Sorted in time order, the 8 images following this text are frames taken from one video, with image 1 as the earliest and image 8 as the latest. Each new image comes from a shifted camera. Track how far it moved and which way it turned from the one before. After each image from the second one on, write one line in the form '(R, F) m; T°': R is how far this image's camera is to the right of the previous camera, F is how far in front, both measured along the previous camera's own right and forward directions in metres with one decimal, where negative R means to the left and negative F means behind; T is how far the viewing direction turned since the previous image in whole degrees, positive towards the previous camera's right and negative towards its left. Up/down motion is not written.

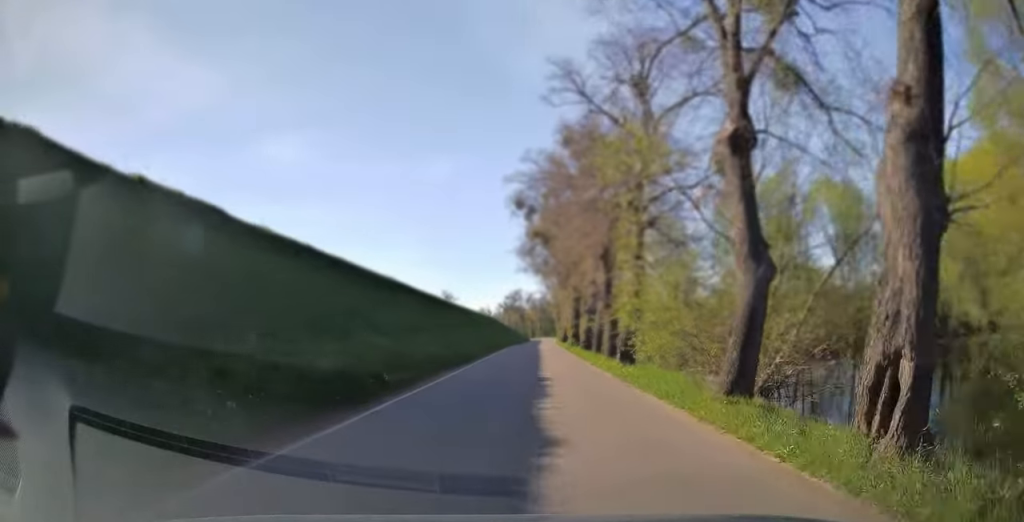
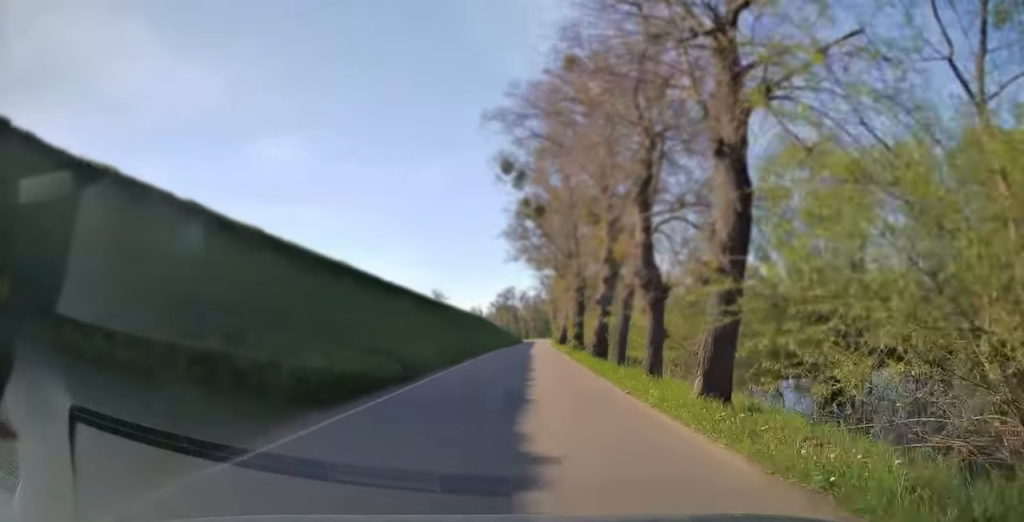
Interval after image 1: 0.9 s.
(+0.1, +12.2) m; 0°
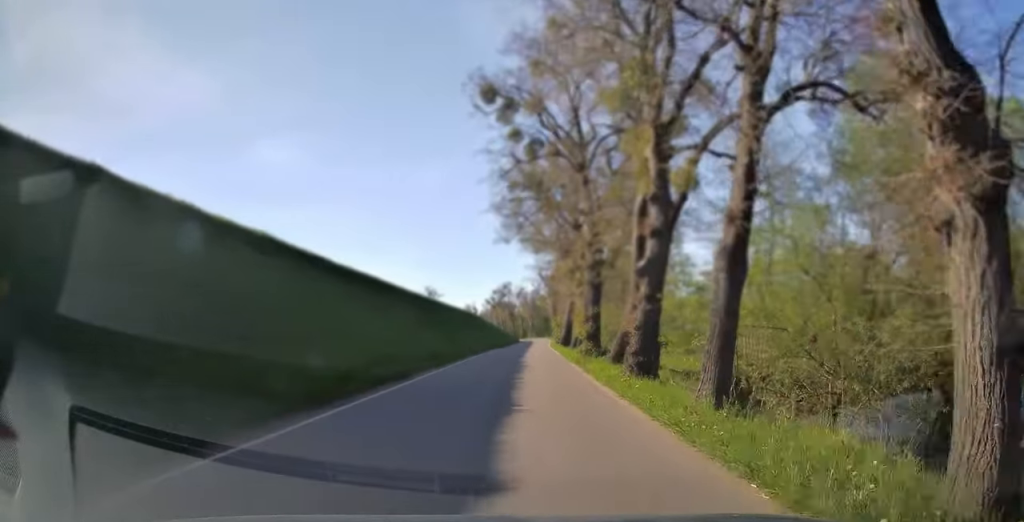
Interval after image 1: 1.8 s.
(0.0, +12.9) m; 0°
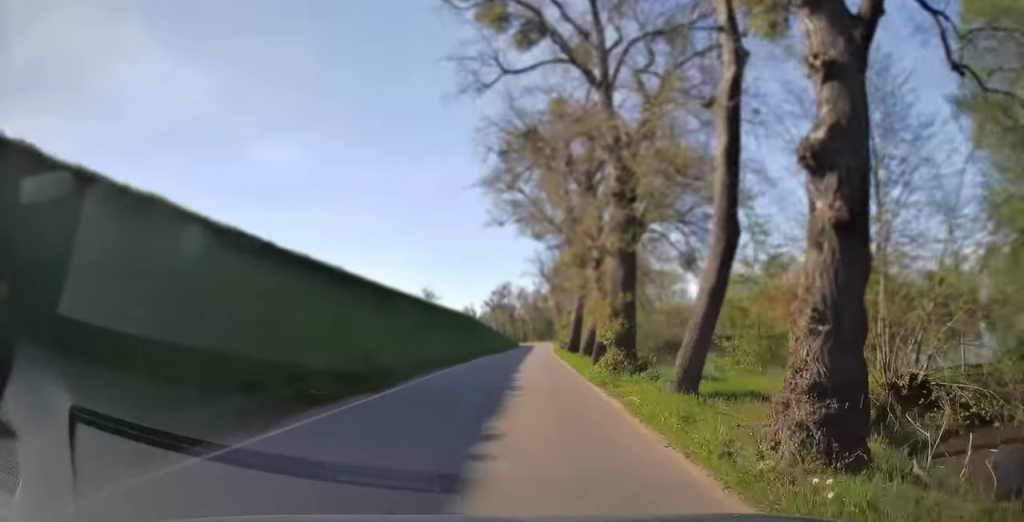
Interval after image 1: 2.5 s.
(+0.1, +10.1) m; 0°
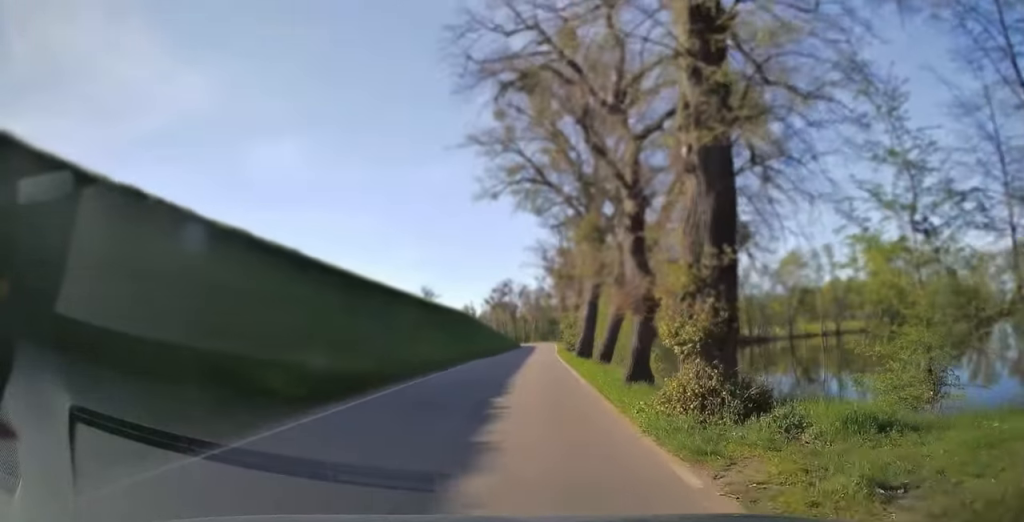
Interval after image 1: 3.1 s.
(0.0, +8.9) m; 0°
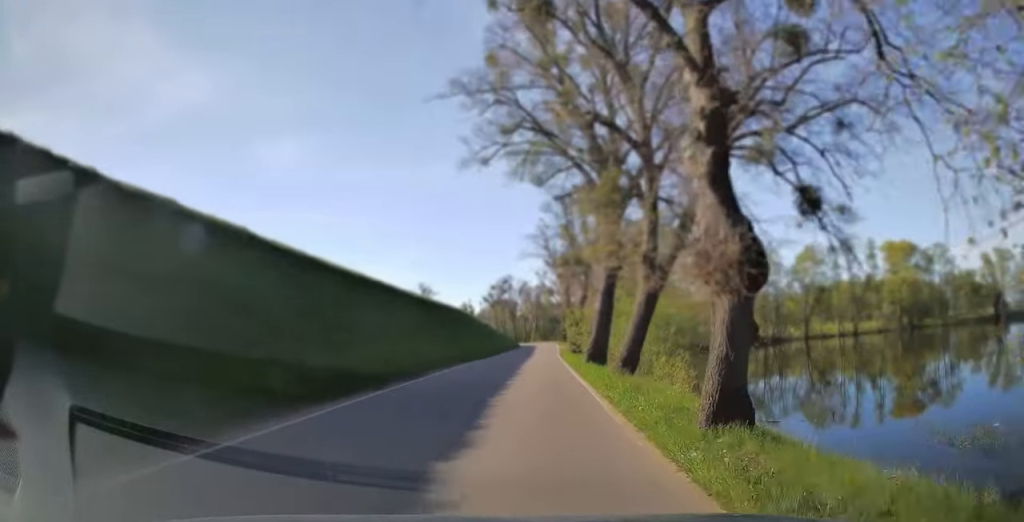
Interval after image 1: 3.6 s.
(0.0, +7.0) m; 0°
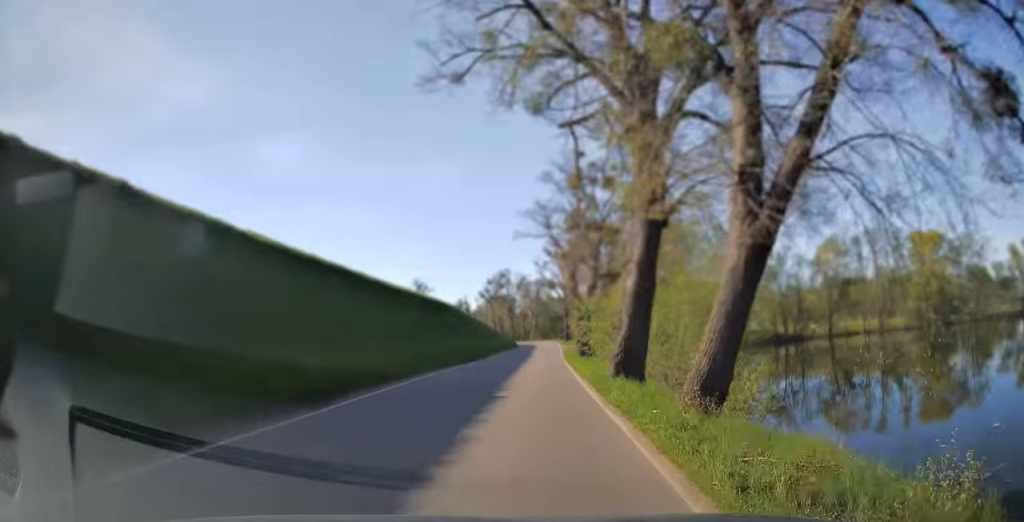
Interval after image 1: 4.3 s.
(0.0, +9.6) m; 0°
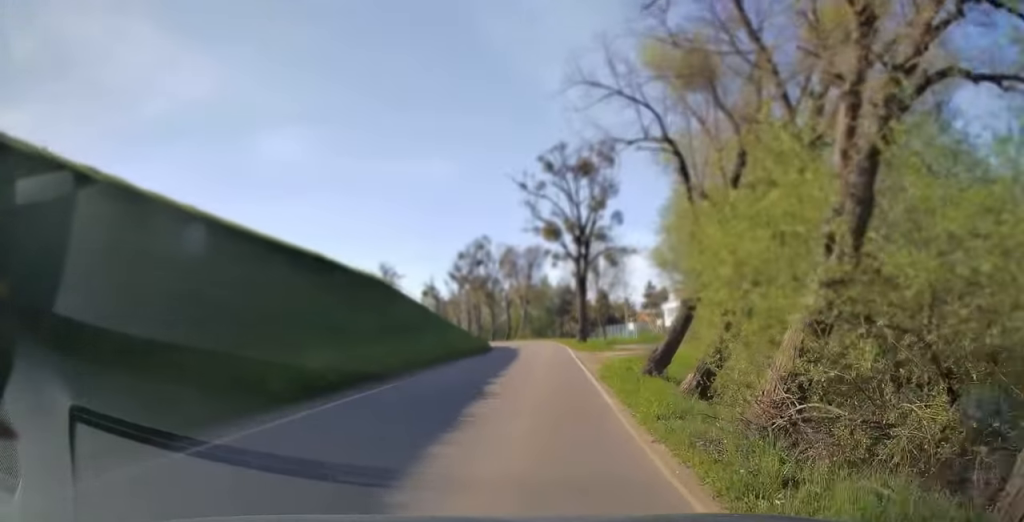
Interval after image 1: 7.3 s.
(+0.1, +41.3) m; +1°
